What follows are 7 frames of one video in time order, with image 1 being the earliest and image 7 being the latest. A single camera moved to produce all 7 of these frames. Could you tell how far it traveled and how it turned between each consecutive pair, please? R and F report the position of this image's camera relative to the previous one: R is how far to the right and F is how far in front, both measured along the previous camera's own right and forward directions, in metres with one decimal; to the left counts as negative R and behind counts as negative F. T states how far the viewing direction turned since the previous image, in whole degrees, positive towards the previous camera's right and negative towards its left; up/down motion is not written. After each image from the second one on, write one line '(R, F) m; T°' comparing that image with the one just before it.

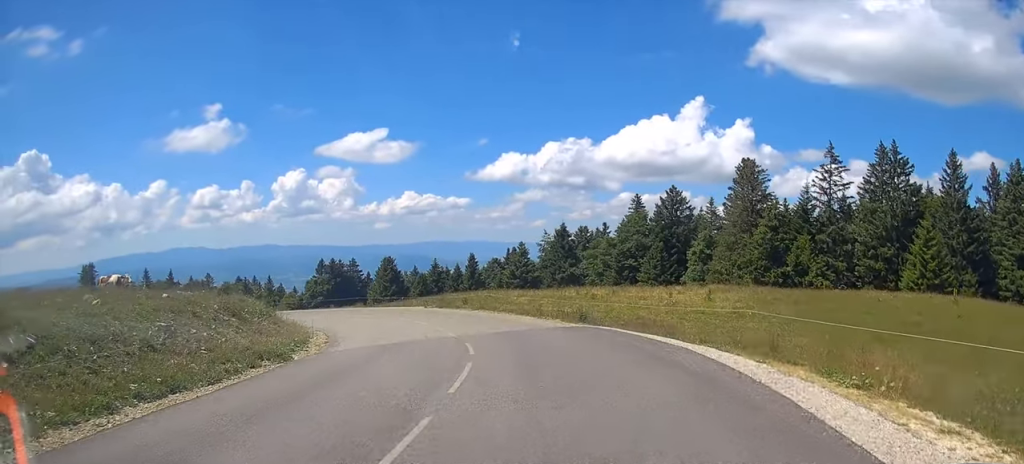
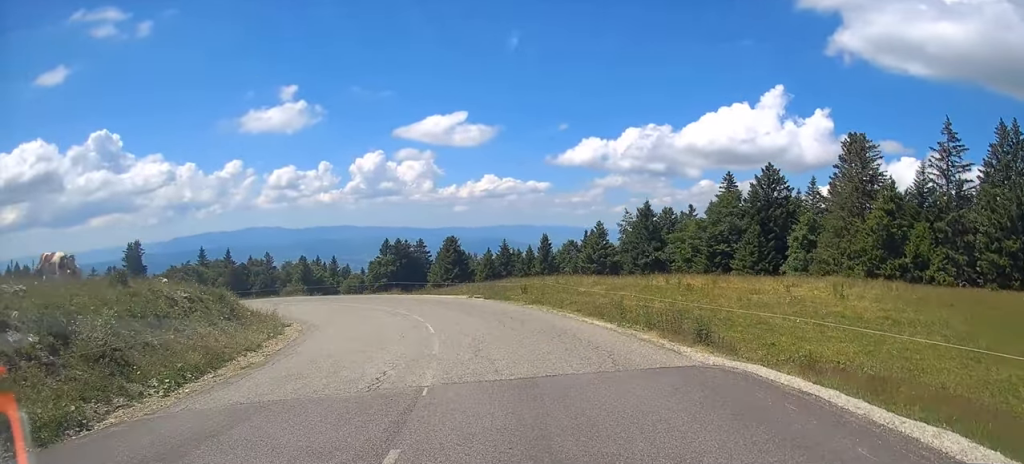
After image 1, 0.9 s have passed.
(-0.6, +10.1) m; -6°
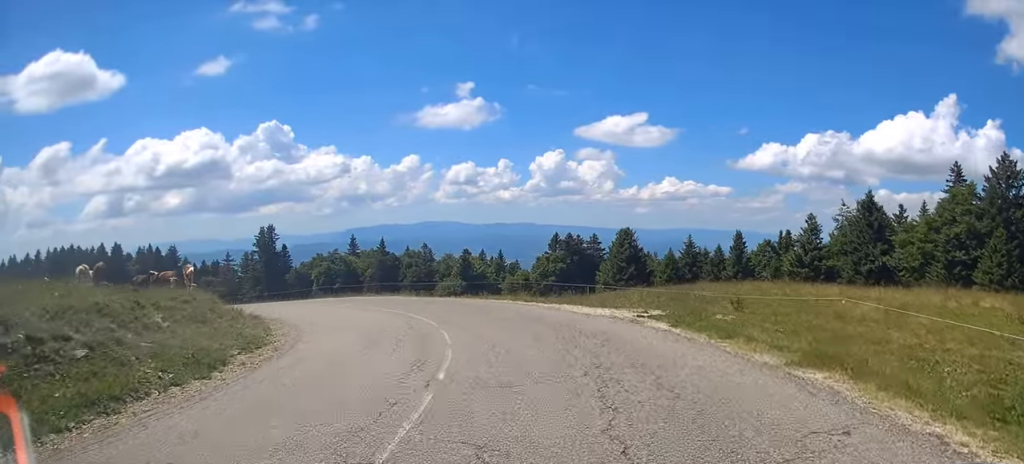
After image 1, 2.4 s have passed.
(-2.1, +15.5) m; -15°
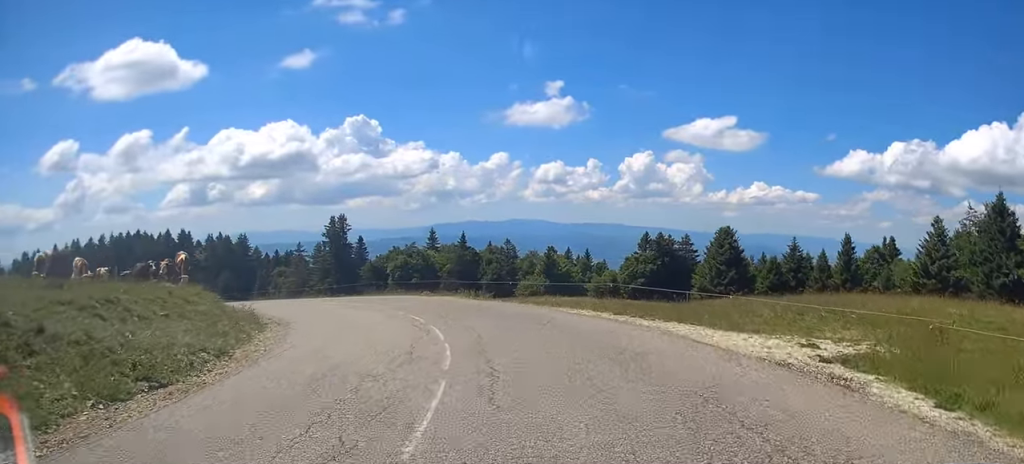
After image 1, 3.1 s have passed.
(-0.5, +7.5) m; -8°
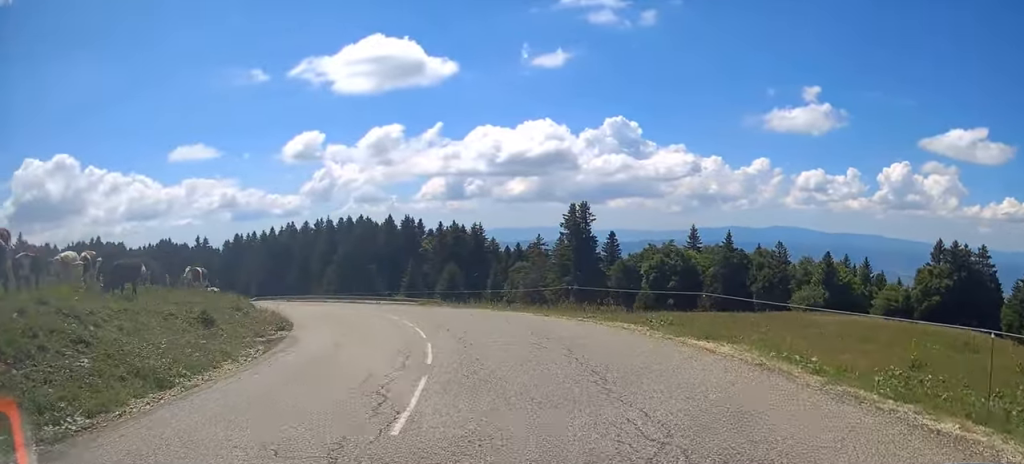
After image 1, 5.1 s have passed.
(-3.9, +19.9) m; -23°
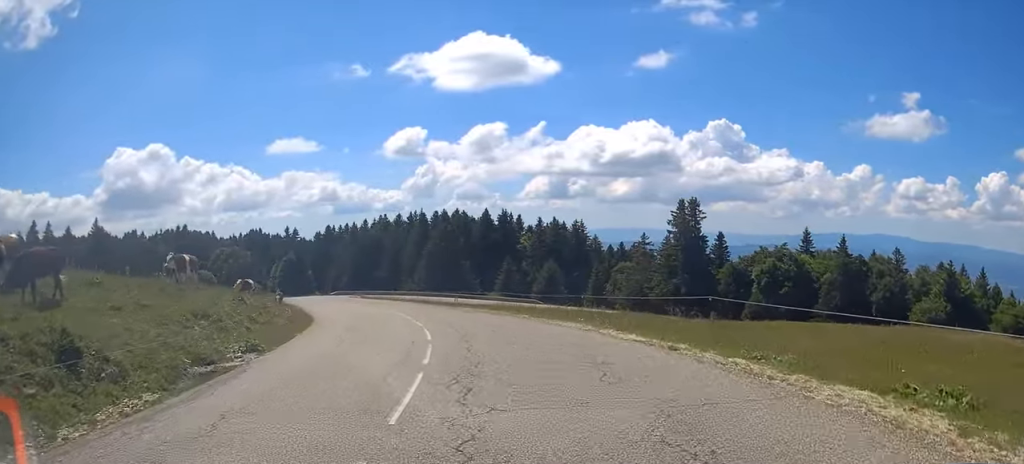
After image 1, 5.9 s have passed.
(-0.5, +8.2) m; -7°
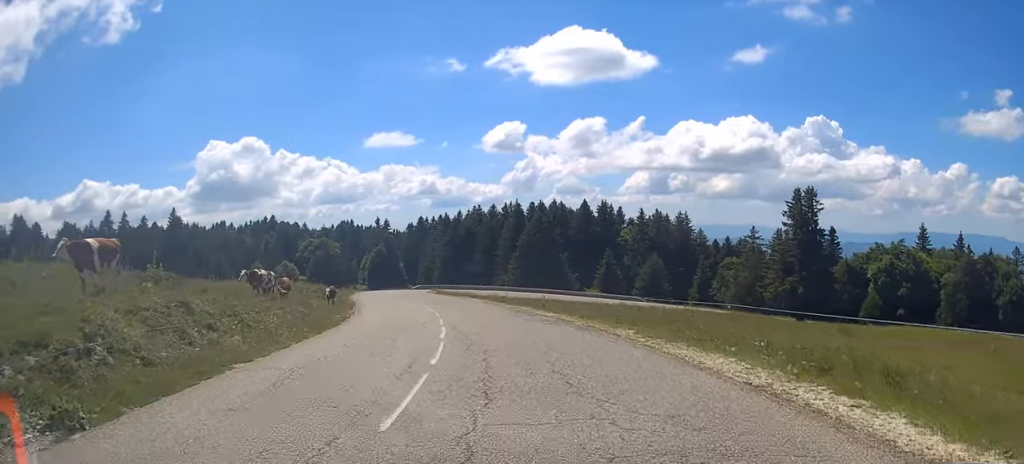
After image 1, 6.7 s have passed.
(-0.3, +8.2) m; -10°
